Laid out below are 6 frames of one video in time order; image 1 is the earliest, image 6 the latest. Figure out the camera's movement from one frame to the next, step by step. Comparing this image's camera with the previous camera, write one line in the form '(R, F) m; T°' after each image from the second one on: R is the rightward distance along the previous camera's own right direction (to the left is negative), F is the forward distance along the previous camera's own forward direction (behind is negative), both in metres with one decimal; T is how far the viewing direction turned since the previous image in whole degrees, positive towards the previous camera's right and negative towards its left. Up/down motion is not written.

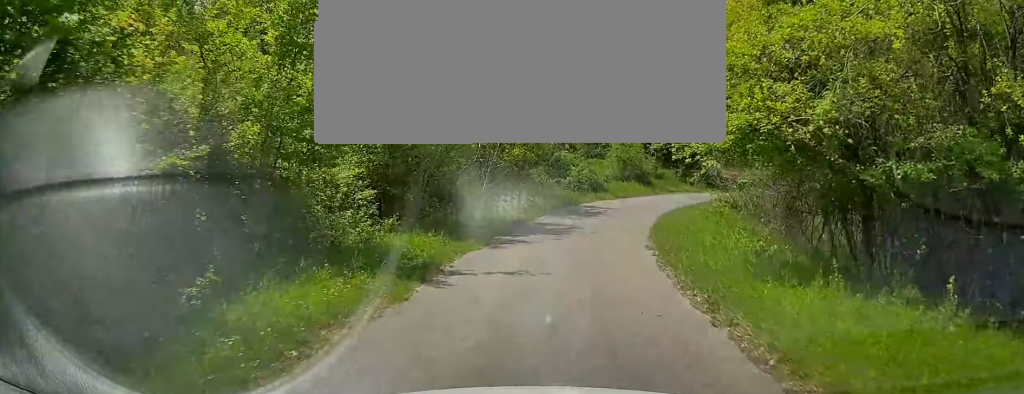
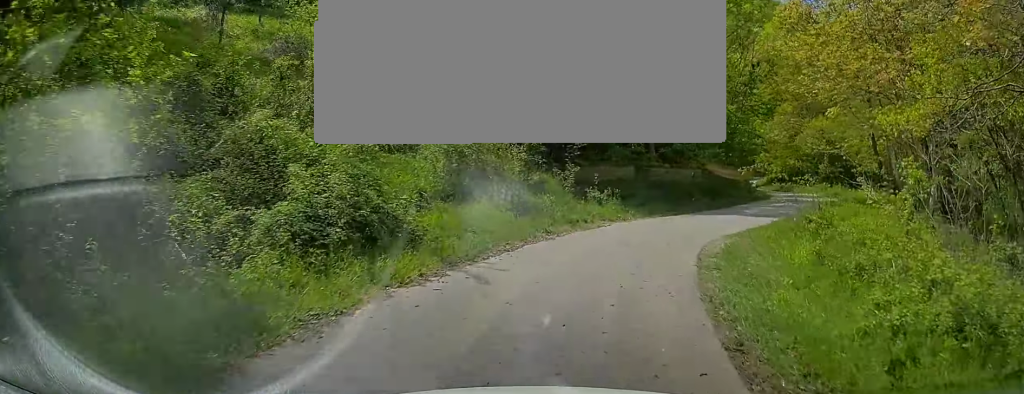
(+1.5, +18.2) m; +16°
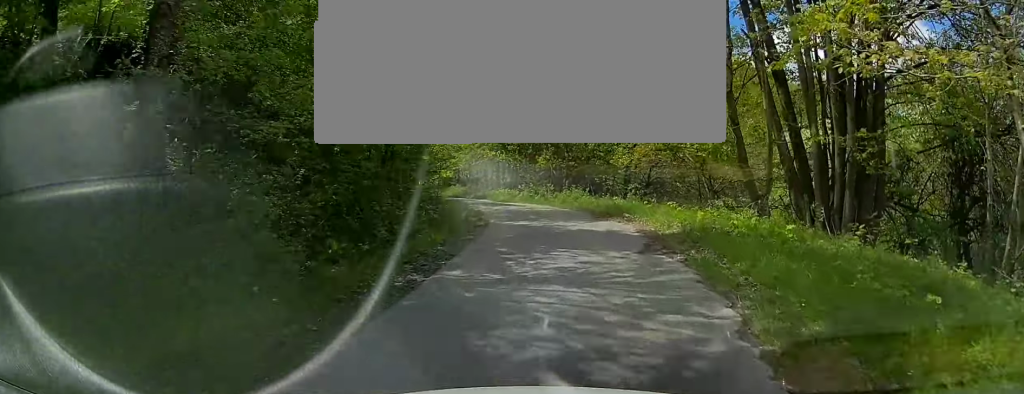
(+3.2, +16.7) m; +15°
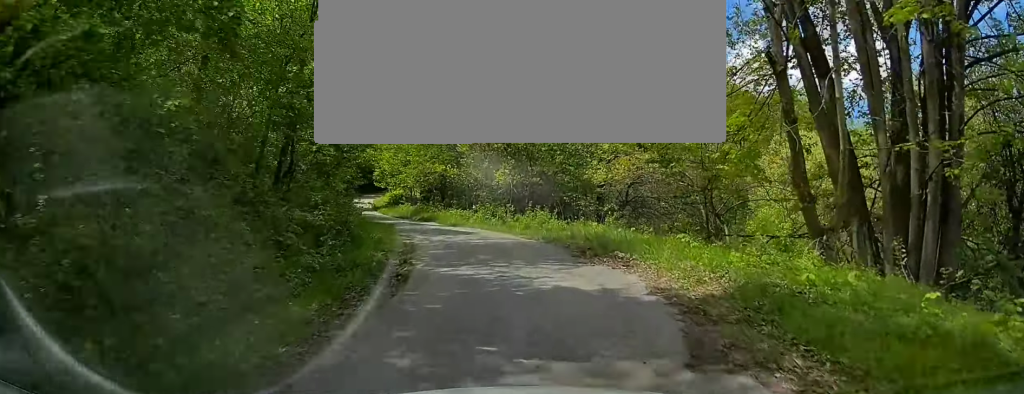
(+0.1, +4.9) m; +1°
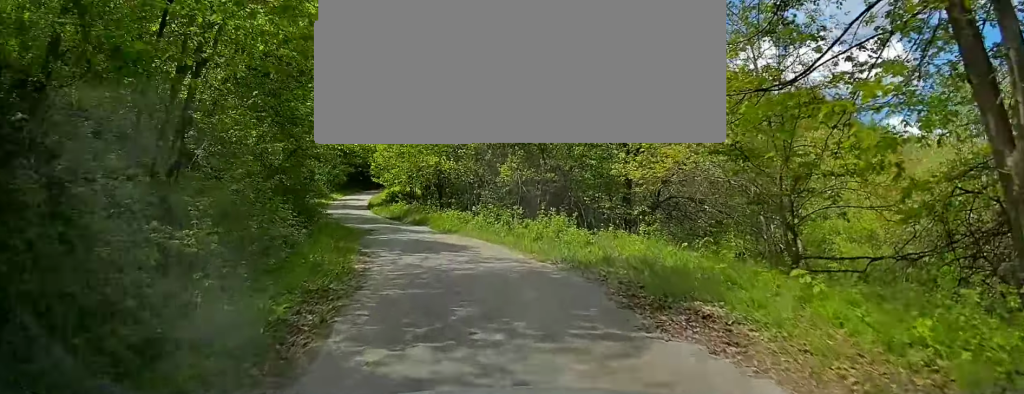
(0.0, +4.6) m; 0°
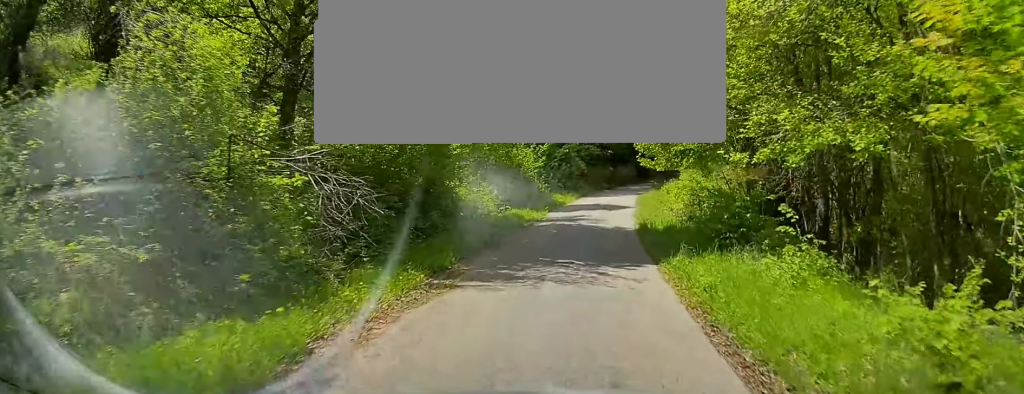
(-1.4, +30.1) m; -5°
